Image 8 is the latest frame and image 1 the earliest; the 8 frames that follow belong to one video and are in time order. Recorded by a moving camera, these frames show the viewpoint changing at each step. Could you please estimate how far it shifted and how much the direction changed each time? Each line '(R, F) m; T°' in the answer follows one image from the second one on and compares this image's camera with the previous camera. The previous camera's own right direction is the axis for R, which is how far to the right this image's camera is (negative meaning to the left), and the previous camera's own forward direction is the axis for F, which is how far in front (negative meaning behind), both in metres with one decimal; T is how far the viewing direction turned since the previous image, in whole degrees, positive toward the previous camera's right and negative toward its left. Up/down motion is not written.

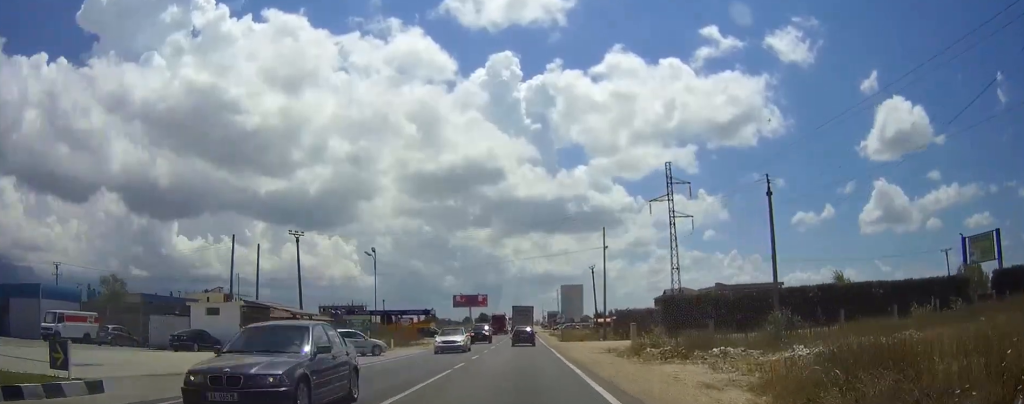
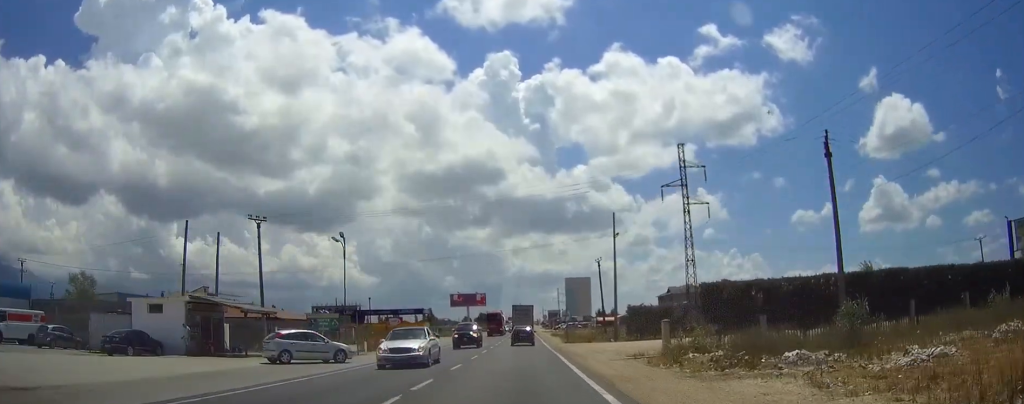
(+0.1, +8.0) m; 0°
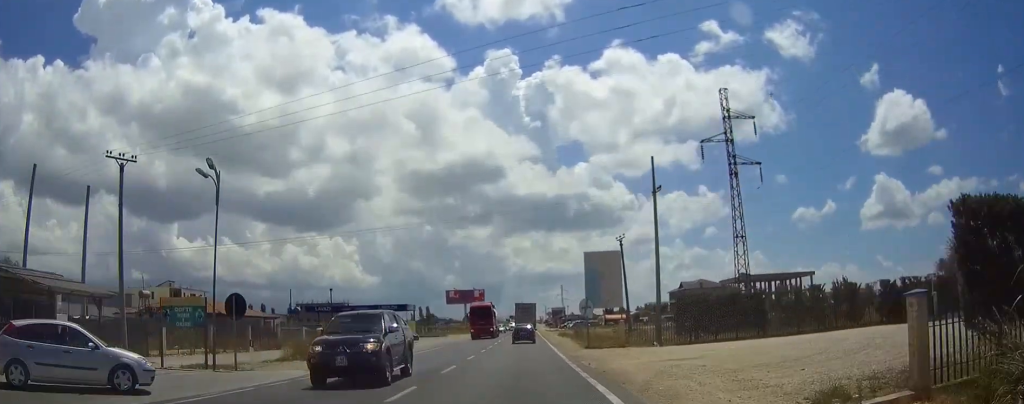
(+0.1, +17.4) m; 0°
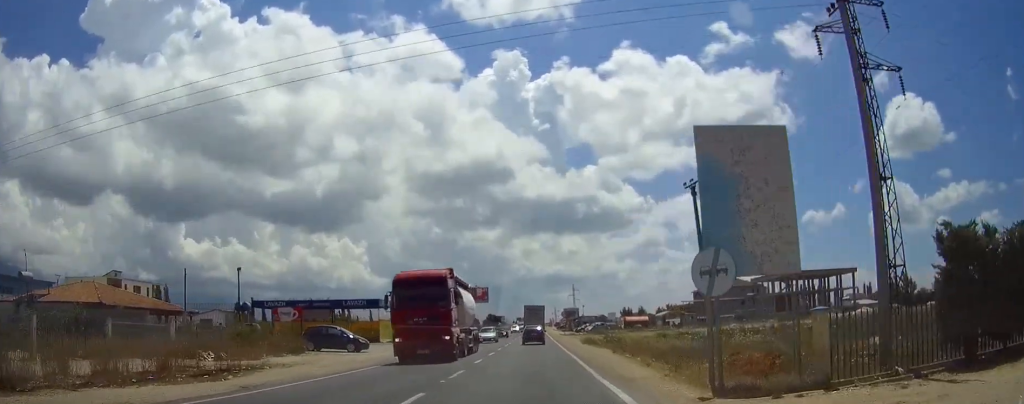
(-0.2, +23.6) m; -1°
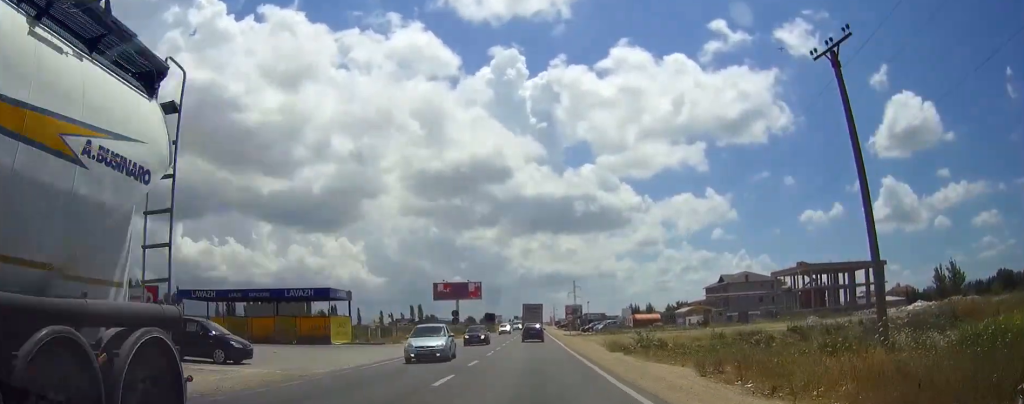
(-0.1, +18.5) m; 0°
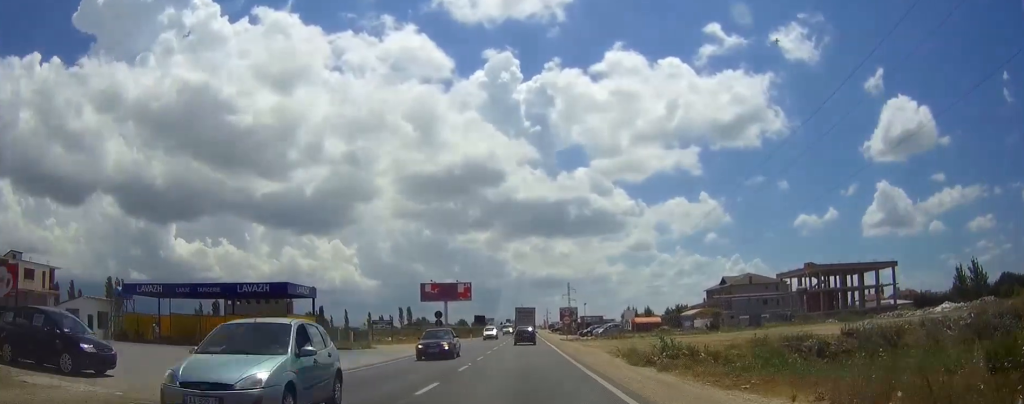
(0.0, +9.1) m; 0°
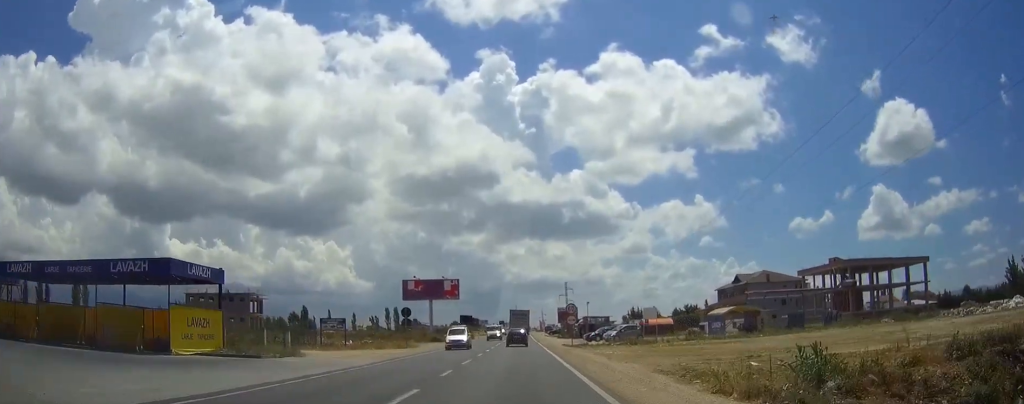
(+0.1, +17.1) m; +1°
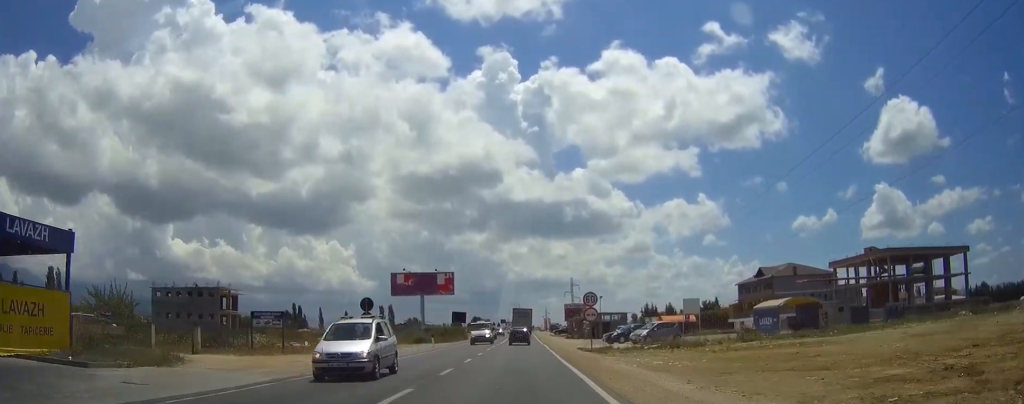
(+0.1, +15.5) m; 0°
